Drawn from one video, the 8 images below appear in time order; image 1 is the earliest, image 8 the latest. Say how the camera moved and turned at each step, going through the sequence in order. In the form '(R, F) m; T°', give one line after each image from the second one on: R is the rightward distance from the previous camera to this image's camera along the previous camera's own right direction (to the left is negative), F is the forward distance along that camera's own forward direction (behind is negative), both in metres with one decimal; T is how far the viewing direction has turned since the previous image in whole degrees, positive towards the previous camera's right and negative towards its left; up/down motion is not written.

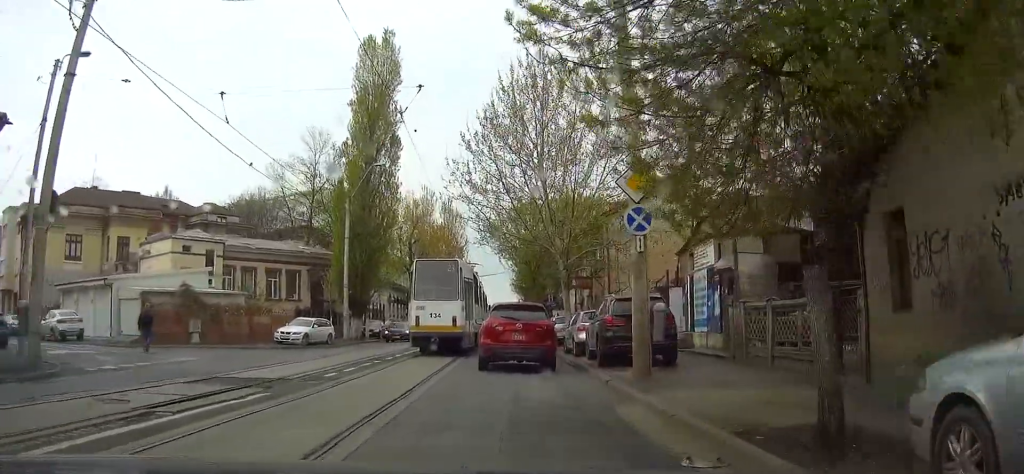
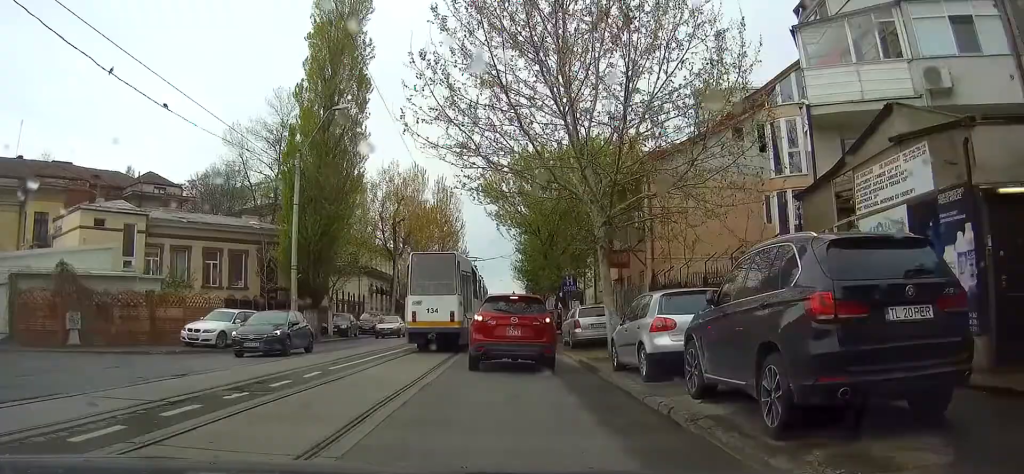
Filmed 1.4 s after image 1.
(-0.9, +12.1) m; -7°
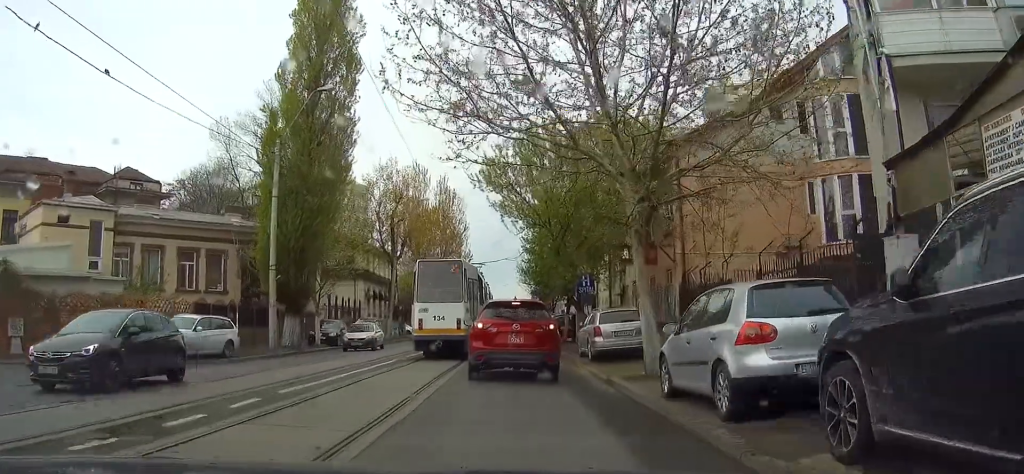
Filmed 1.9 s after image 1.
(-0.1, +4.4) m; 0°
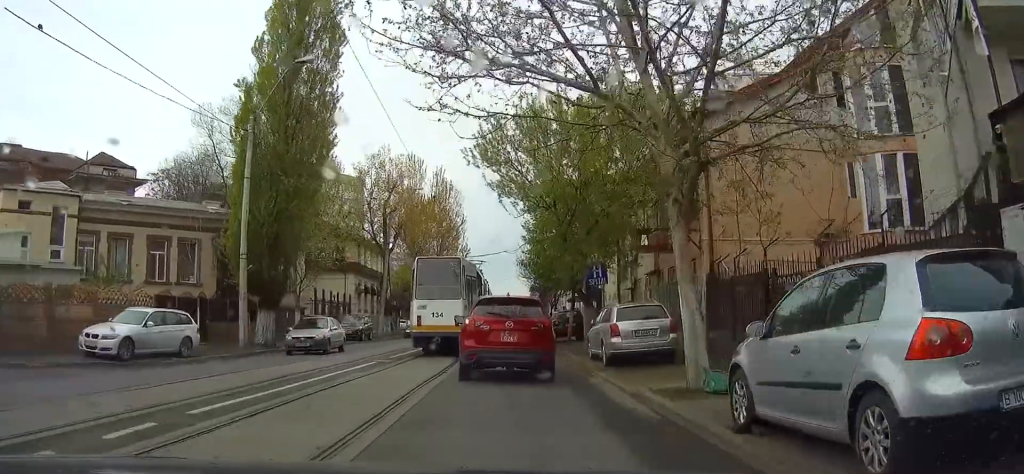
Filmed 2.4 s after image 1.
(0.0, +3.6) m; +3°
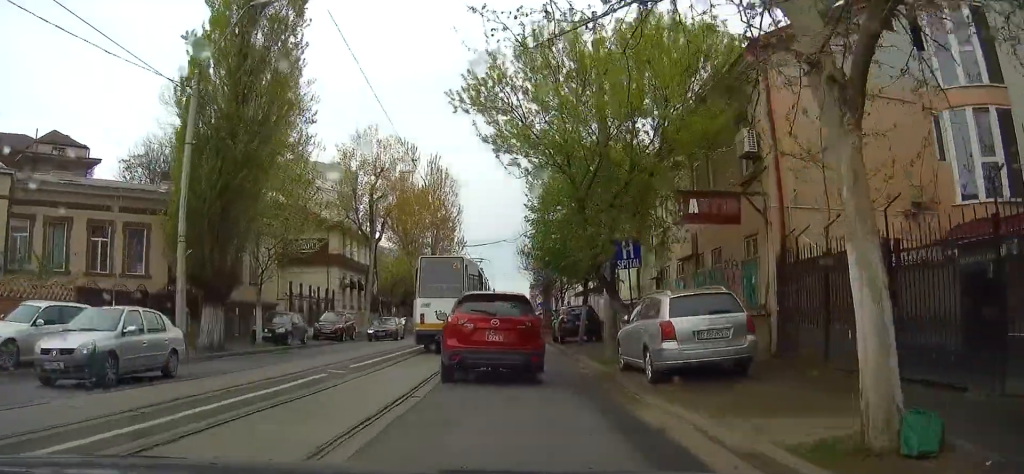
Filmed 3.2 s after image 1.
(+0.3, +5.9) m; +2°
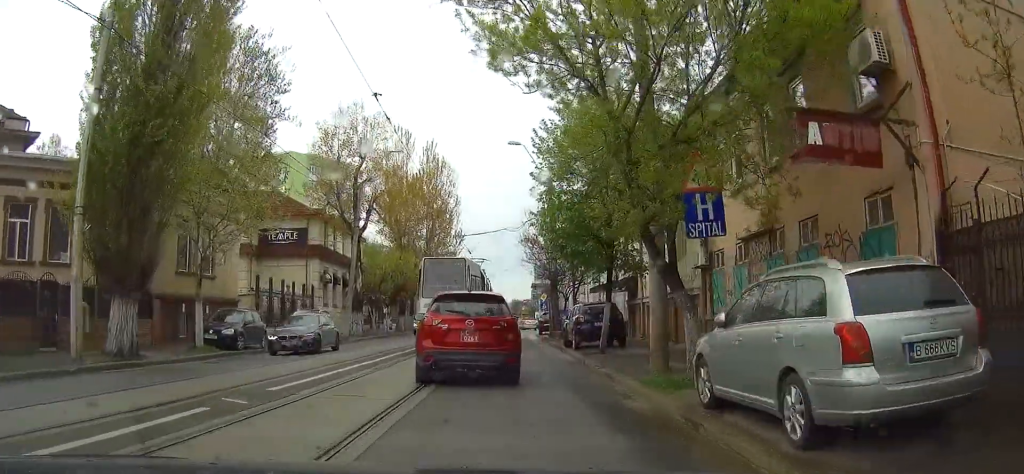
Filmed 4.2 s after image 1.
(0.0, +6.6) m; -1°
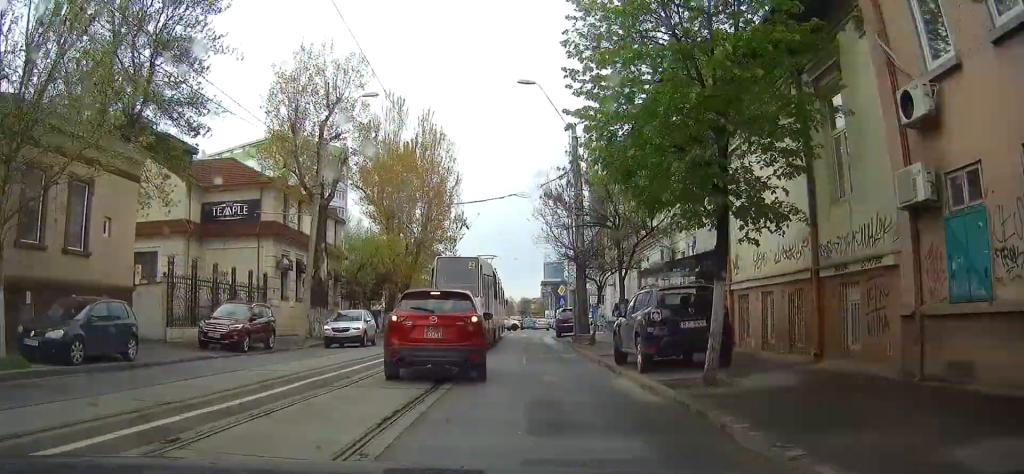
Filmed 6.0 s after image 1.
(-0.1, +11.5) m; +1°
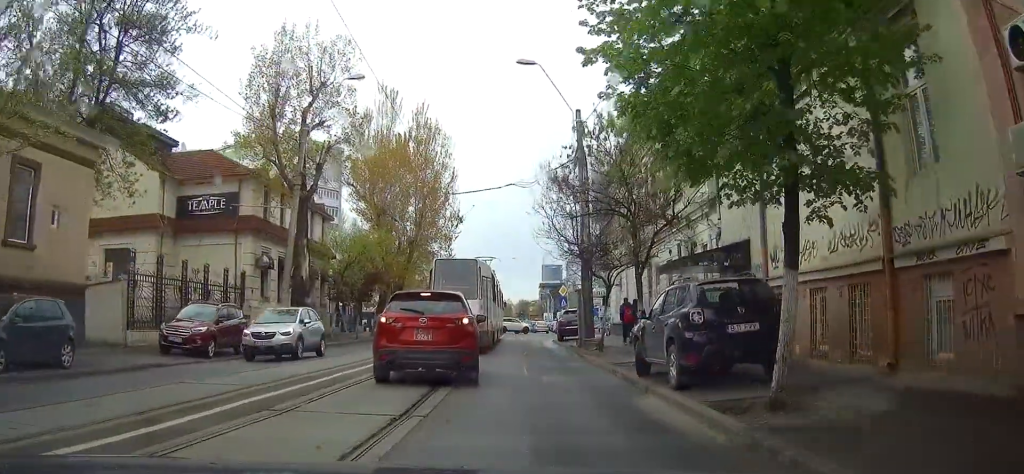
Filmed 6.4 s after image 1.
(-0.1, +2.8) m; 0°
